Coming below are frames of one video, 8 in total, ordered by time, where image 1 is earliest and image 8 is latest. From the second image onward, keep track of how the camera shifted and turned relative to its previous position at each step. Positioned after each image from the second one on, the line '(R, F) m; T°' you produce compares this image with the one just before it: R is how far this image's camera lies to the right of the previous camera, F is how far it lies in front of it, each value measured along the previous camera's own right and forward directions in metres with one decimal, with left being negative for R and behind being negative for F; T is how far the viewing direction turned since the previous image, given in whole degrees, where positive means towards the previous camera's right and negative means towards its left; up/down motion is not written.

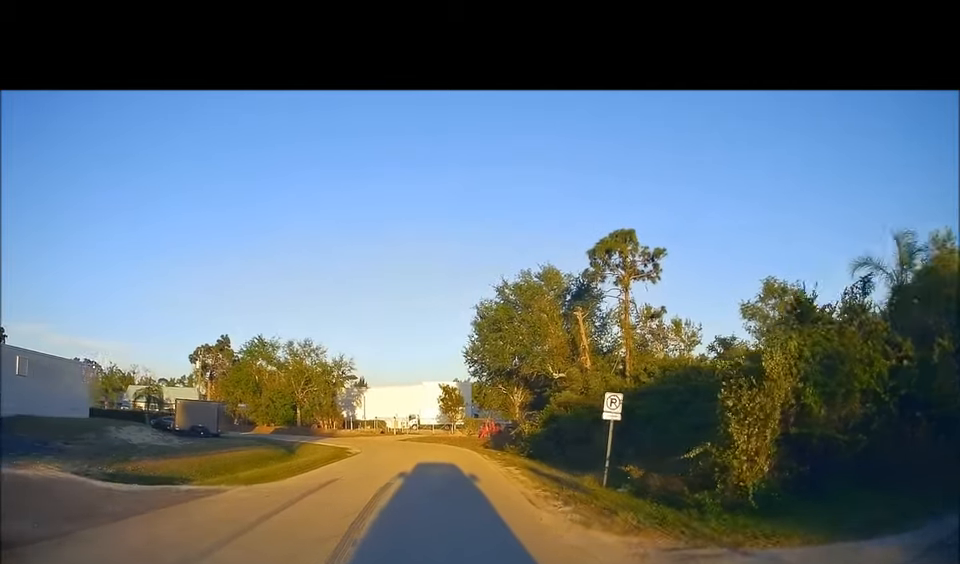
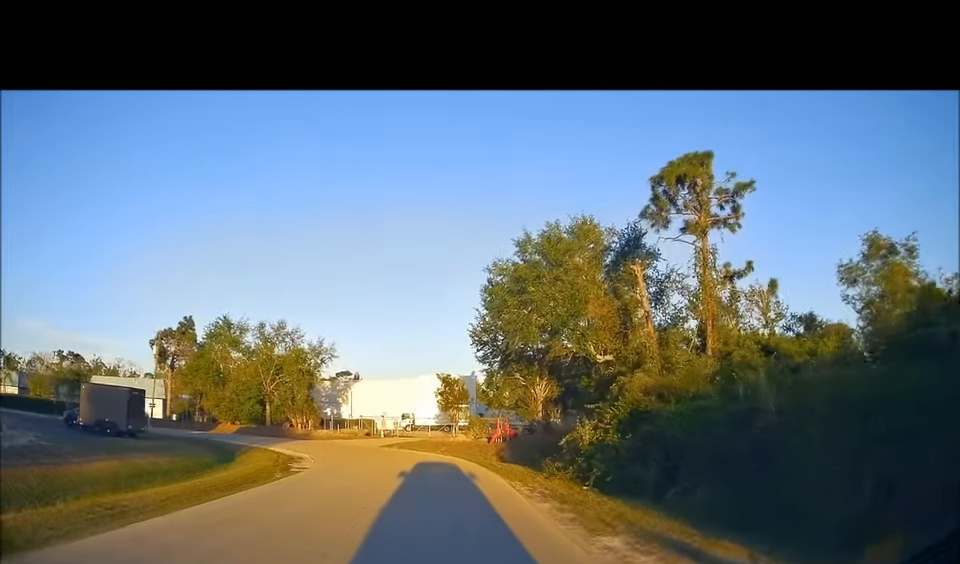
(-0.4, +12.0) m; -1°
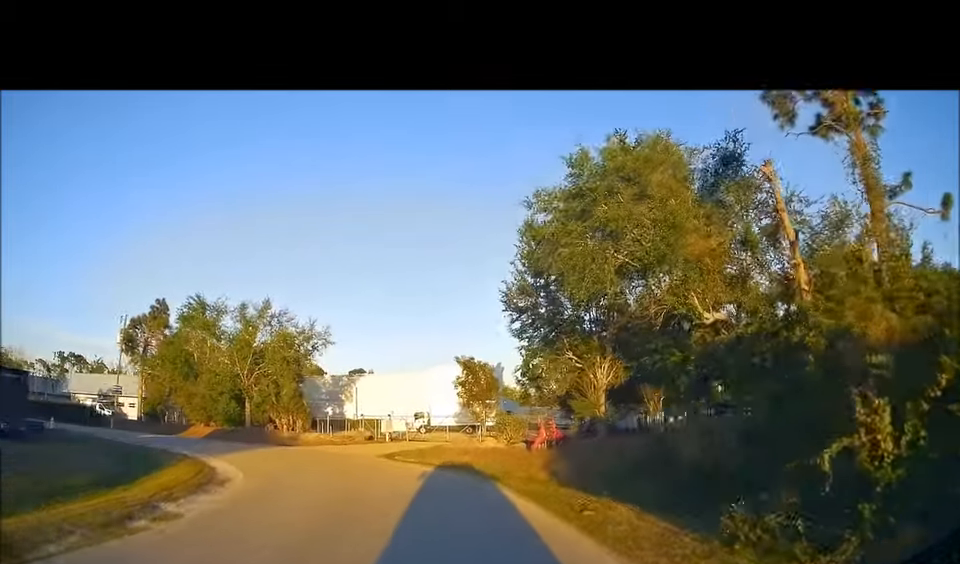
(-0.2, +10.7) m; -3°
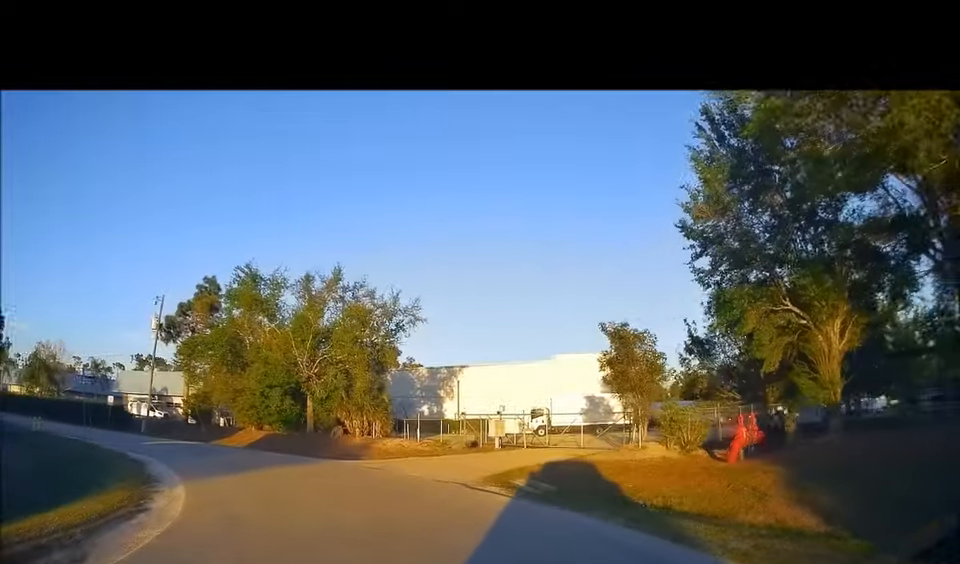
(-0.3, +10.8) m; -6°
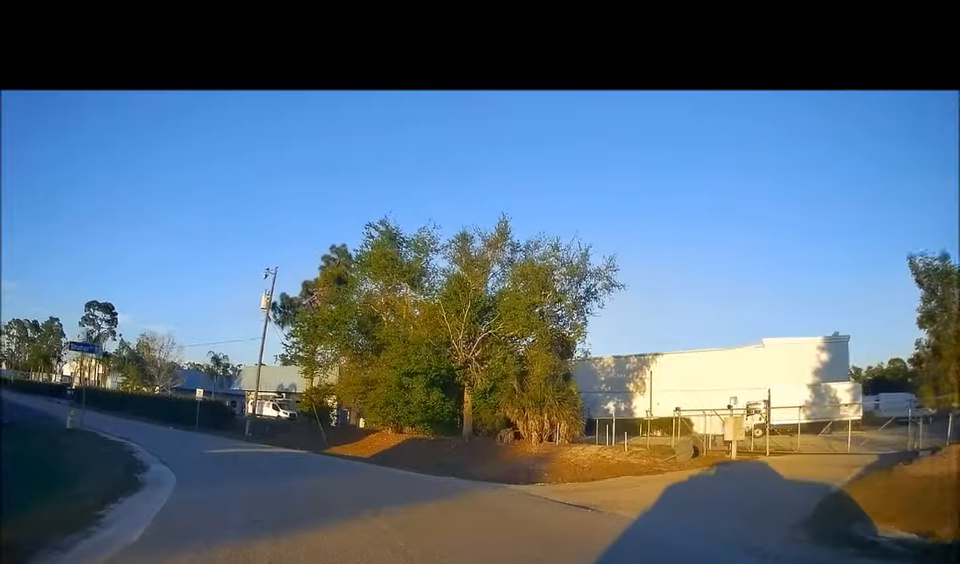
(-1.0, +9.3) m; -16°
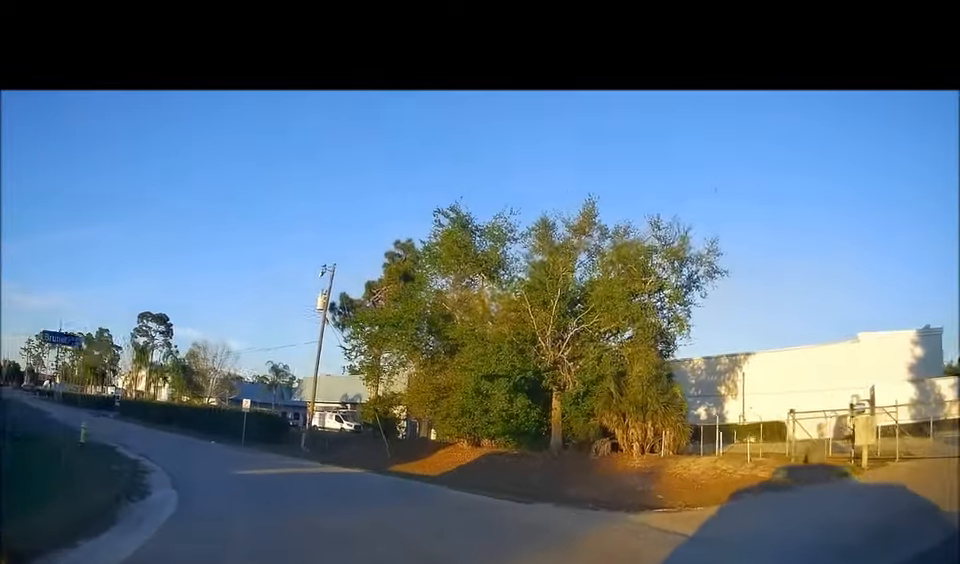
(-0.1, +3.5) m; -8°
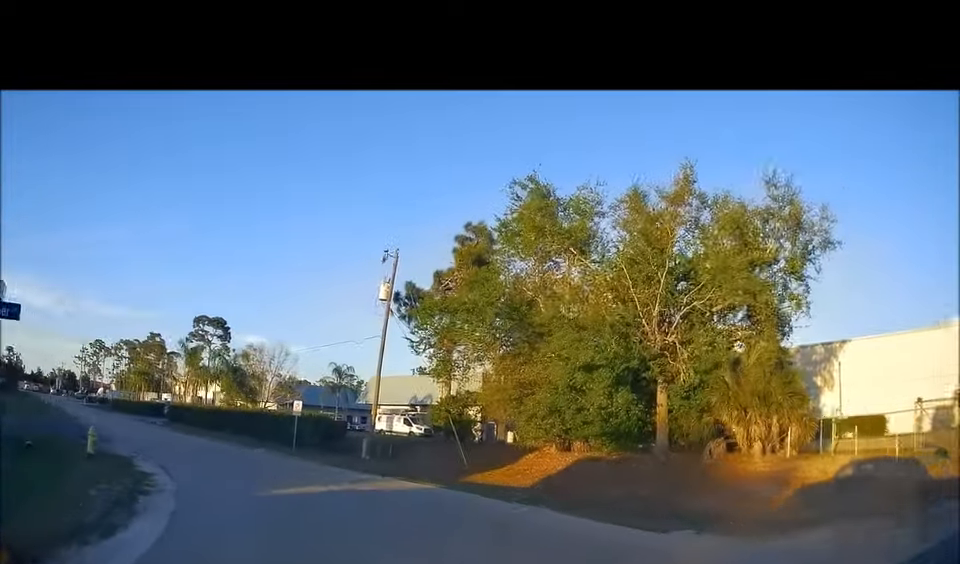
(-0.4, +3.4) m; -10°
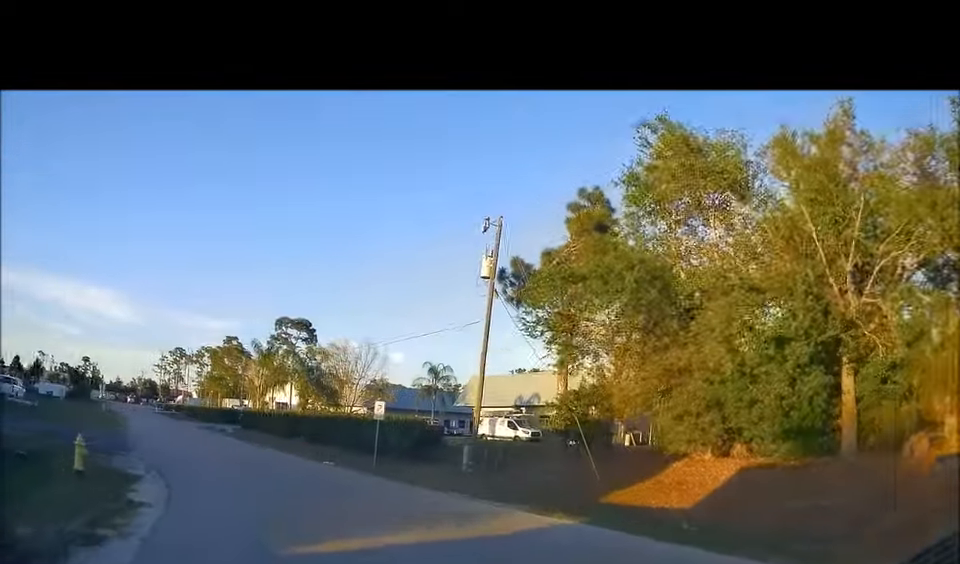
(-0.3, +5.0) m; -15°
